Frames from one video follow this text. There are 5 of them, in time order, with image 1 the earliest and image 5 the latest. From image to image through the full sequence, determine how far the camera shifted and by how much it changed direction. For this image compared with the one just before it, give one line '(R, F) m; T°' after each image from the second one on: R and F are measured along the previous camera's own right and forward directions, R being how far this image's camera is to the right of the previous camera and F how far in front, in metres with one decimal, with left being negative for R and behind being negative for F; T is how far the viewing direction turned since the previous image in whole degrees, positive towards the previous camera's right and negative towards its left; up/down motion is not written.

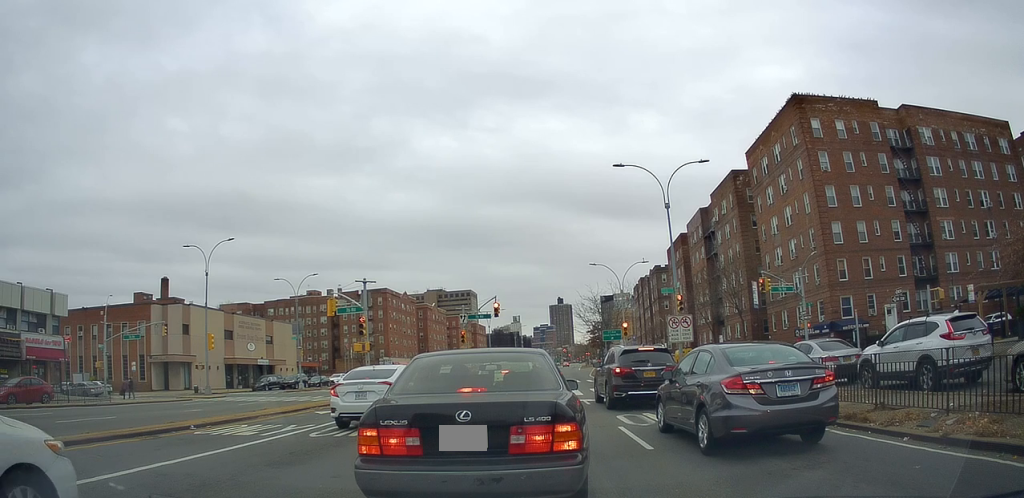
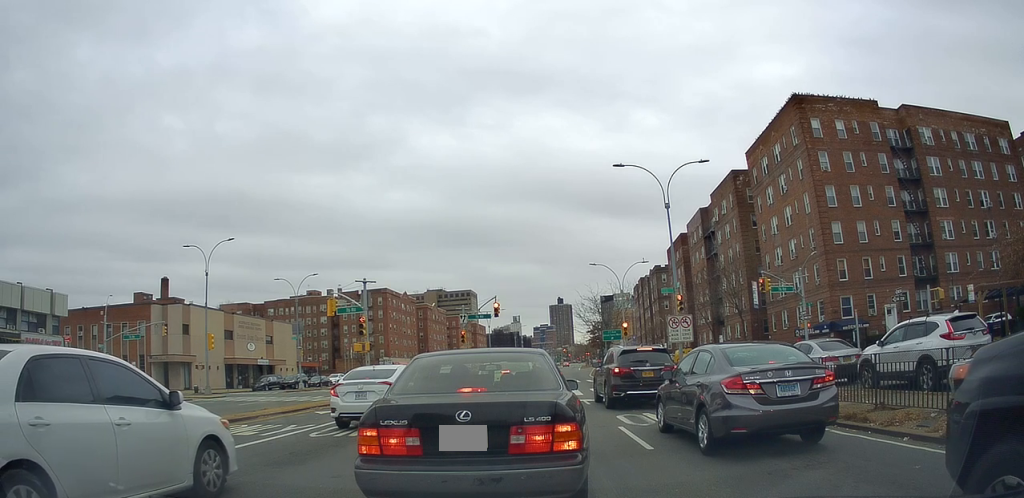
(0.0, 0.0) m; 0°
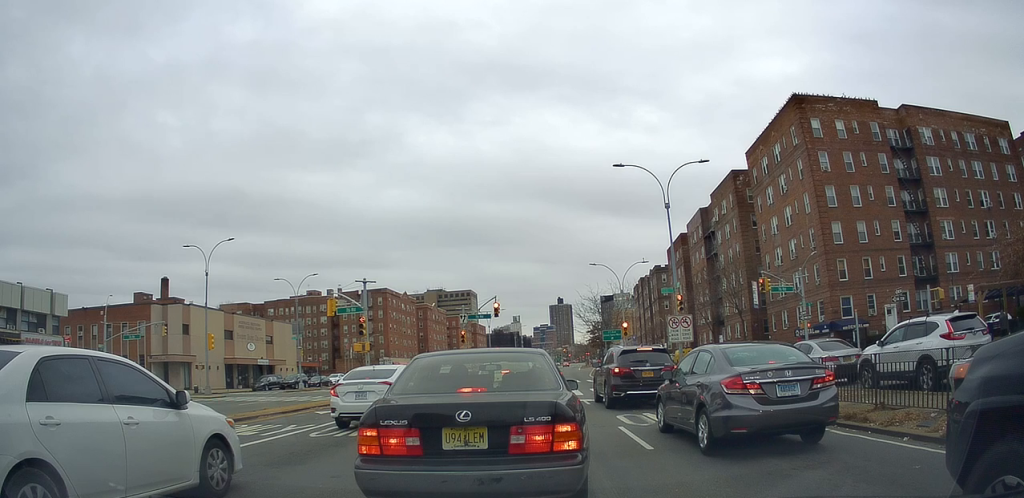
(0.0, 0.0) m; 0°
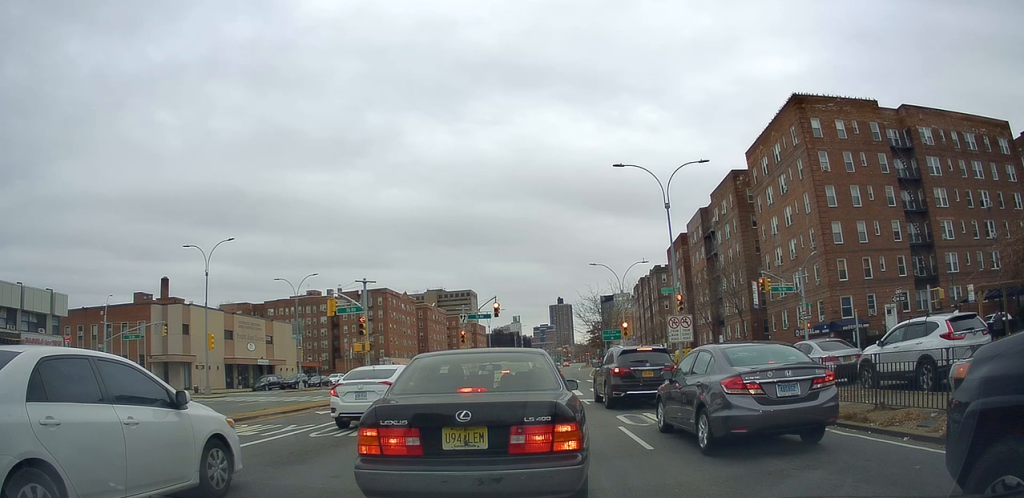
(0.0, 0.0) m; 0°
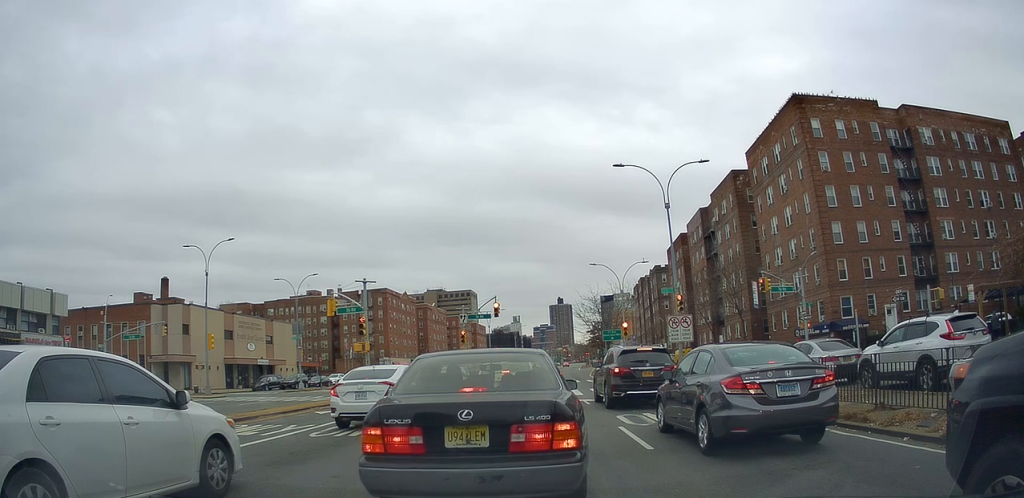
(0.0, 0.0) m; 0°
